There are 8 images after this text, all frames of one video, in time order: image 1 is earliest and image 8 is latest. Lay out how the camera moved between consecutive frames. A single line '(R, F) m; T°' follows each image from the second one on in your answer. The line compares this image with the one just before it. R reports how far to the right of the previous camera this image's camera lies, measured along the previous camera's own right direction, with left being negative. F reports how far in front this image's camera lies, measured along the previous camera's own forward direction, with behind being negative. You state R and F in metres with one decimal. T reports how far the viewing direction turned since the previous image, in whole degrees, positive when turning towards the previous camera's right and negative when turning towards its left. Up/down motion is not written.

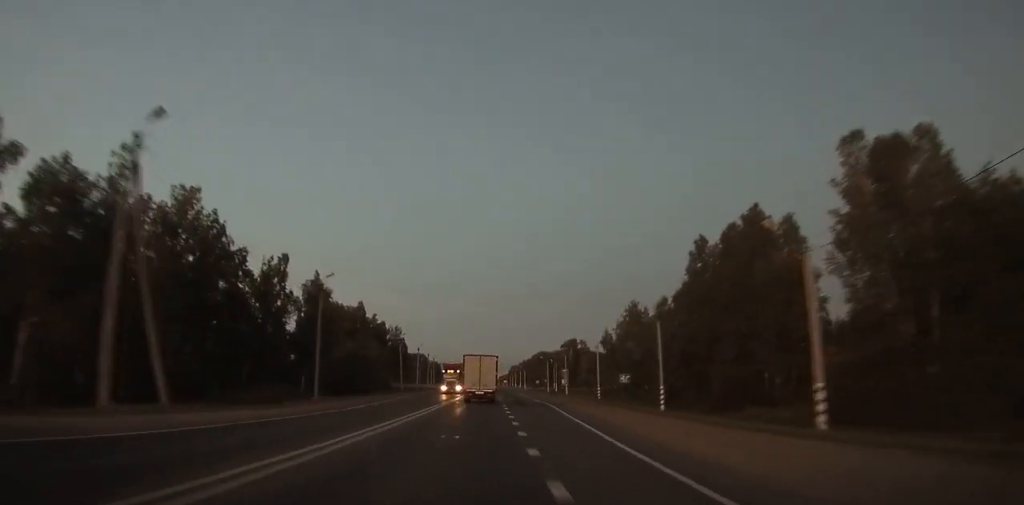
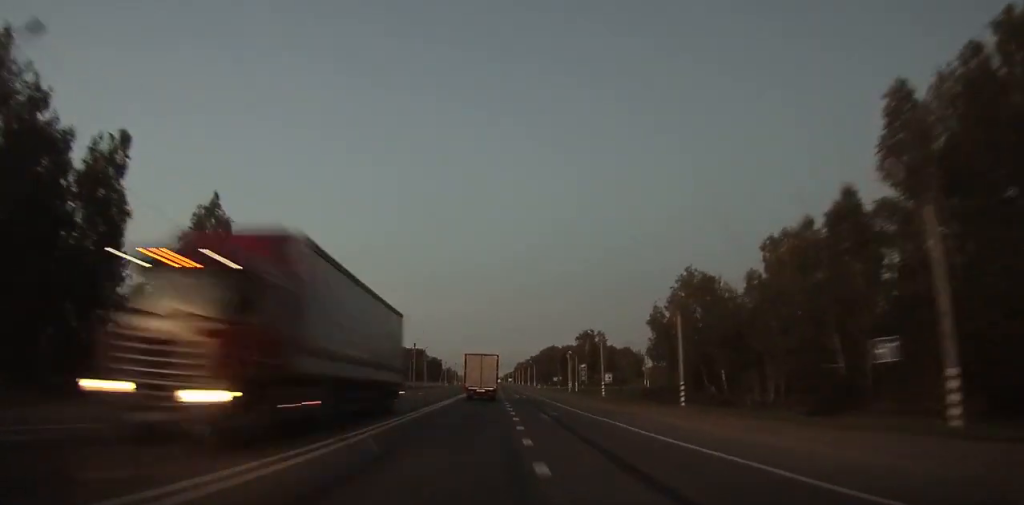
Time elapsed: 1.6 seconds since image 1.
(-0.1, +34.8) m; 0°
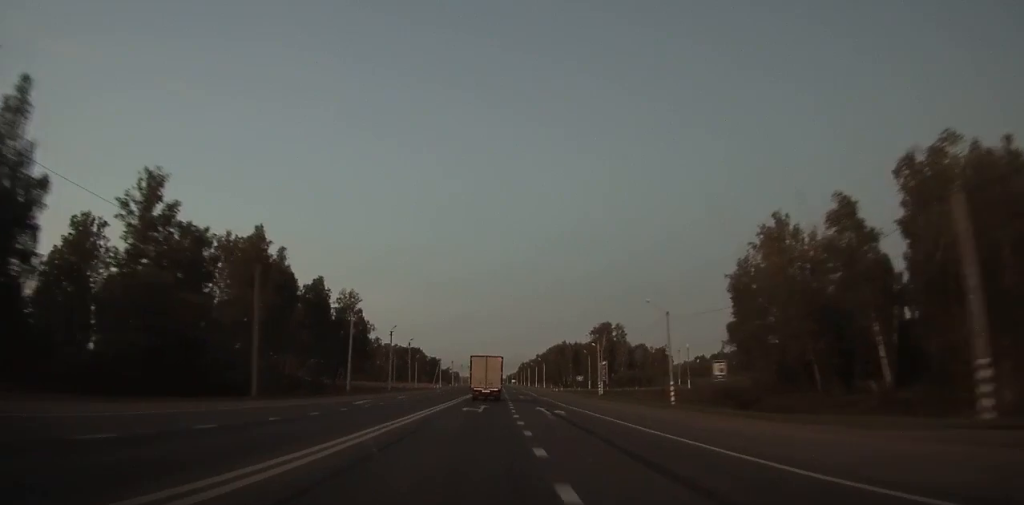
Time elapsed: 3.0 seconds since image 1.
(-0.1, +30.3) m; 0°
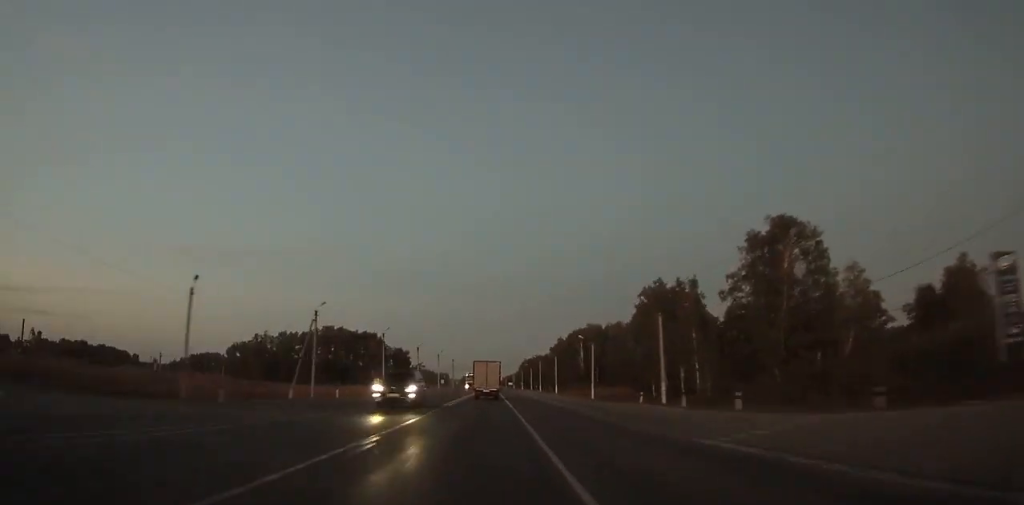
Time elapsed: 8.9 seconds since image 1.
(+0.3, +128.3) m; 0°
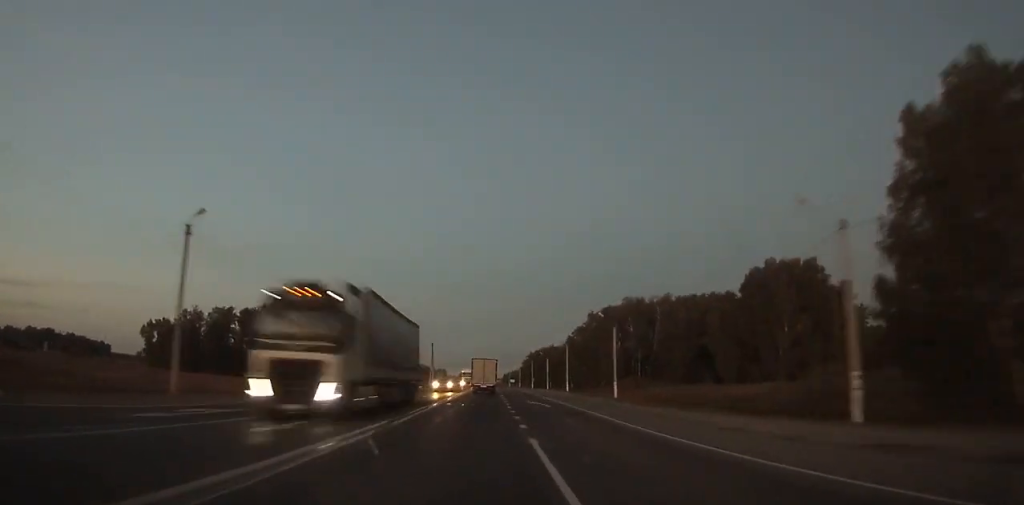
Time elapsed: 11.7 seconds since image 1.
(0.0, +61.6) m; 0°
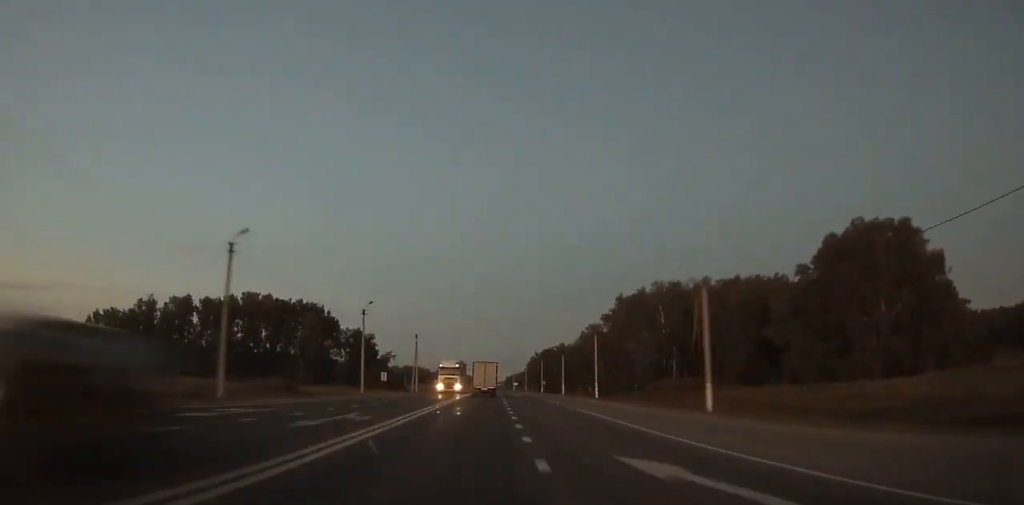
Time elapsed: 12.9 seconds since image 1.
(-0.1, +26.6) m; 0°
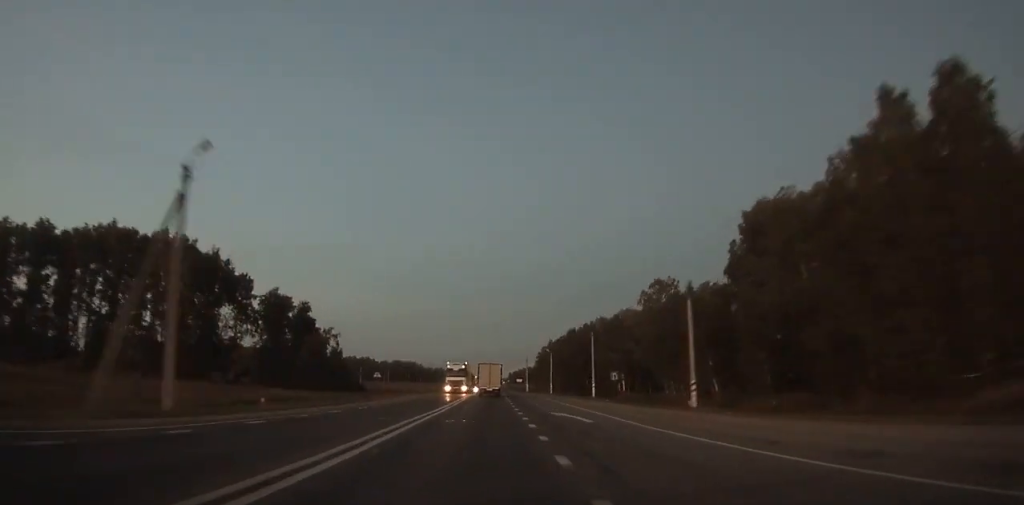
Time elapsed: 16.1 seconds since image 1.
(-0.3, +71.5) m; 0°
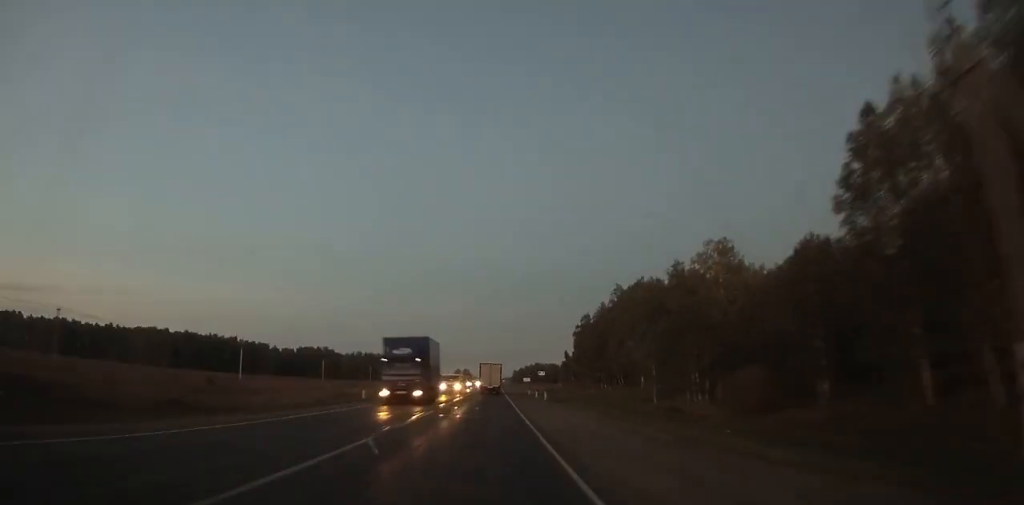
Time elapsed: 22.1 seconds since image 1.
(+0.1, +134.6) m; 0°
